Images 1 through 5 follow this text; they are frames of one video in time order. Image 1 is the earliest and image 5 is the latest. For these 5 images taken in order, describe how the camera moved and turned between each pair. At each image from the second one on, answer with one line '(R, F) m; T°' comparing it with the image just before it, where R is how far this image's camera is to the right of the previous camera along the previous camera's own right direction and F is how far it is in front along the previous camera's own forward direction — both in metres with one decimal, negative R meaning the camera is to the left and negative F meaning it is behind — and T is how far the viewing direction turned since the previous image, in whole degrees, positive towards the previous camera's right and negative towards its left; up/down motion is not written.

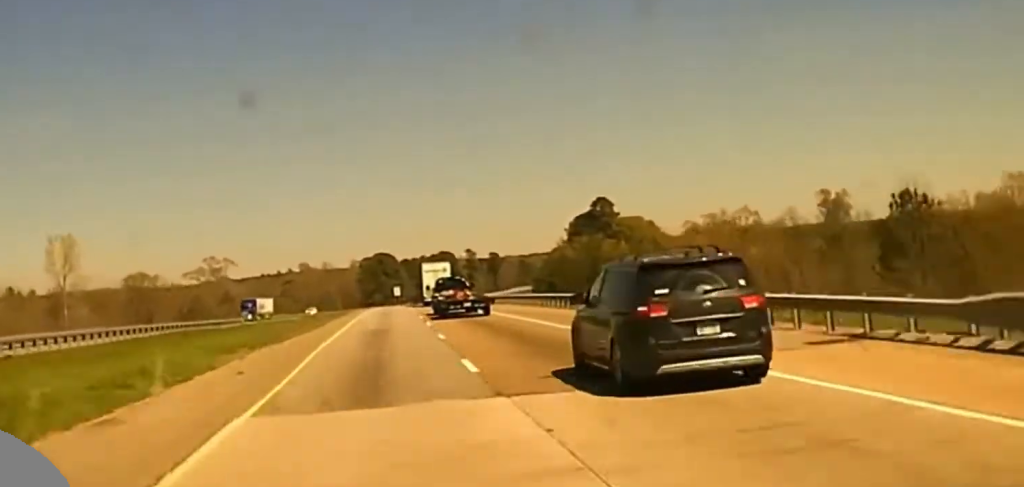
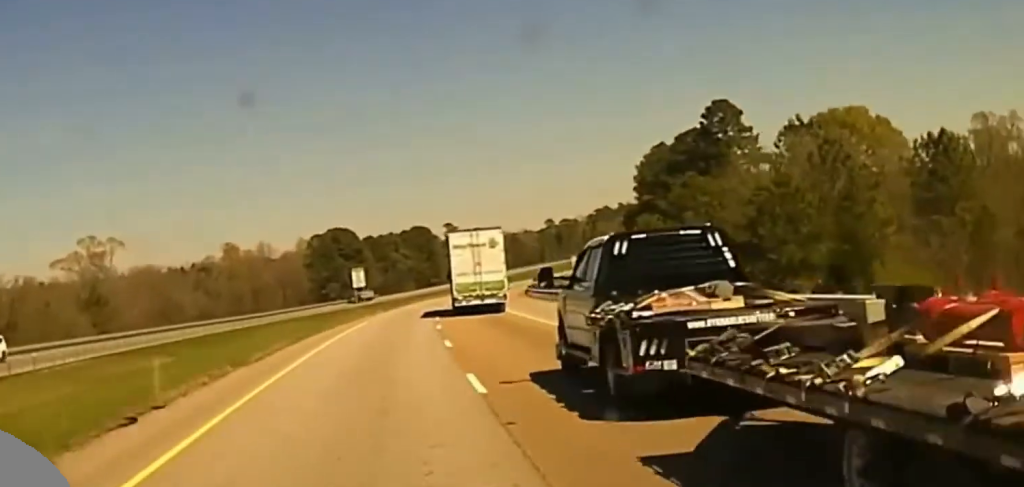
(+1.1, +114.0) m; +2°
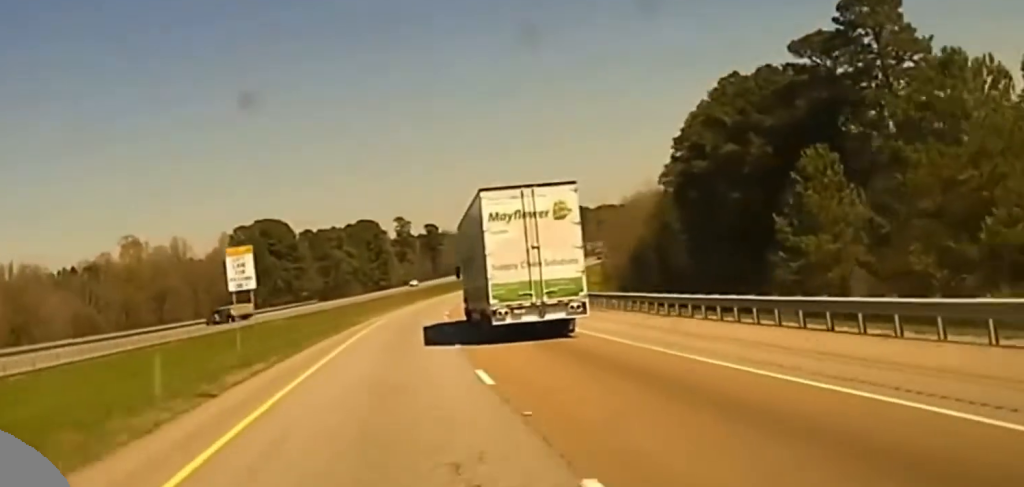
(+1.0, +59.0) m; +2°
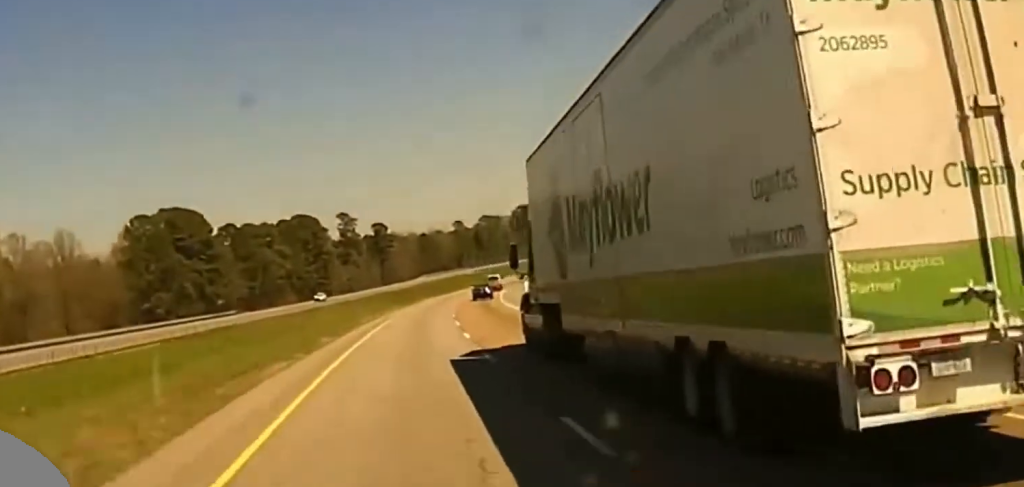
(+1.4, +59.8) m; +3°
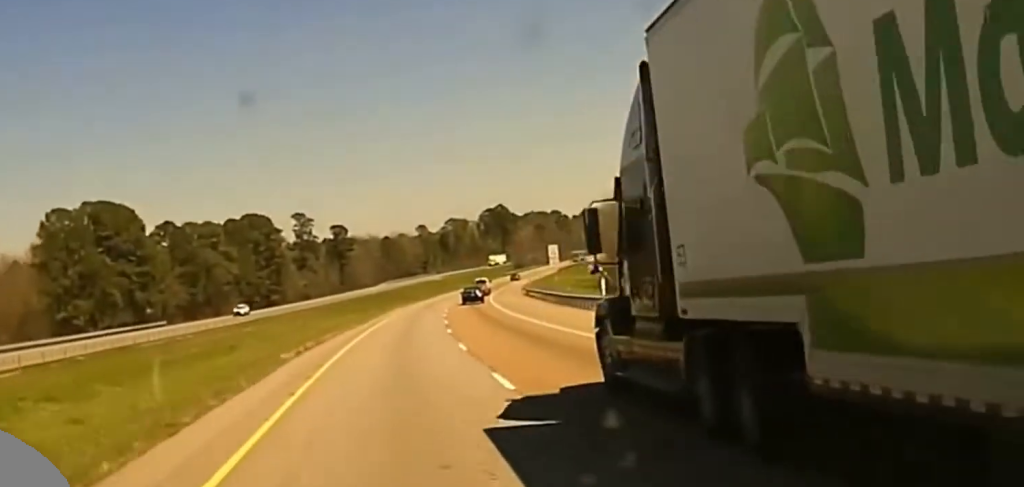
(+0.5, +31.9) m; +2°
